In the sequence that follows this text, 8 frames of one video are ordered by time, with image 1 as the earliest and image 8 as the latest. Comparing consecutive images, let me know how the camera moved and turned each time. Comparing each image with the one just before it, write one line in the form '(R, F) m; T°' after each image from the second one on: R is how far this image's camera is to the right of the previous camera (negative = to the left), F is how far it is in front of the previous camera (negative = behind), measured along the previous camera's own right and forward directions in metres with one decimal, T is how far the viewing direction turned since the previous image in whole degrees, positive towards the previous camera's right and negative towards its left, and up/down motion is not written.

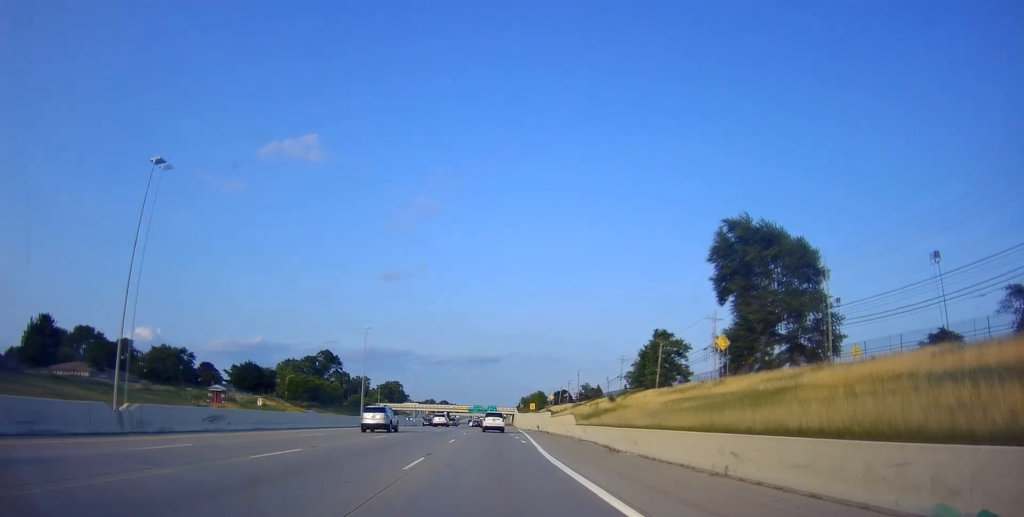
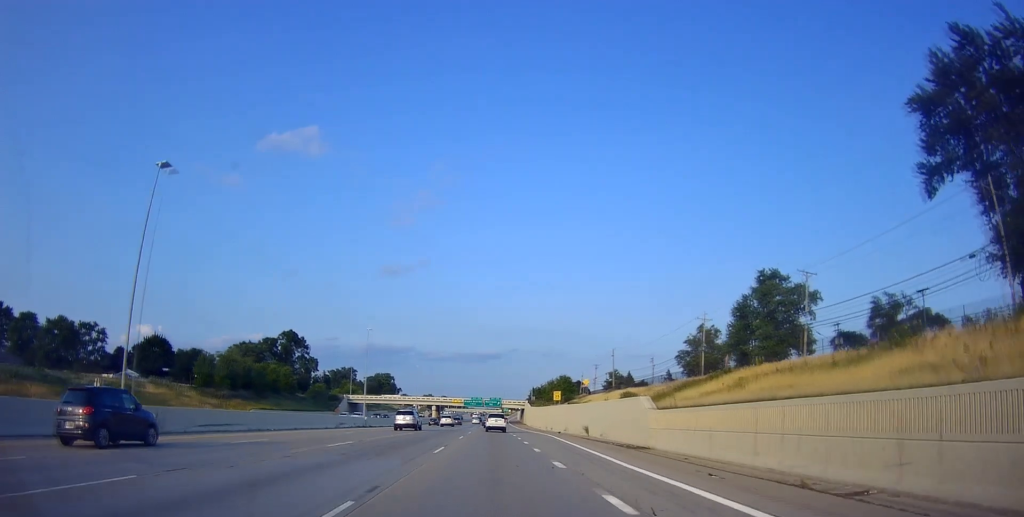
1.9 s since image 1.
(+1.0, +52.1) m; +1°
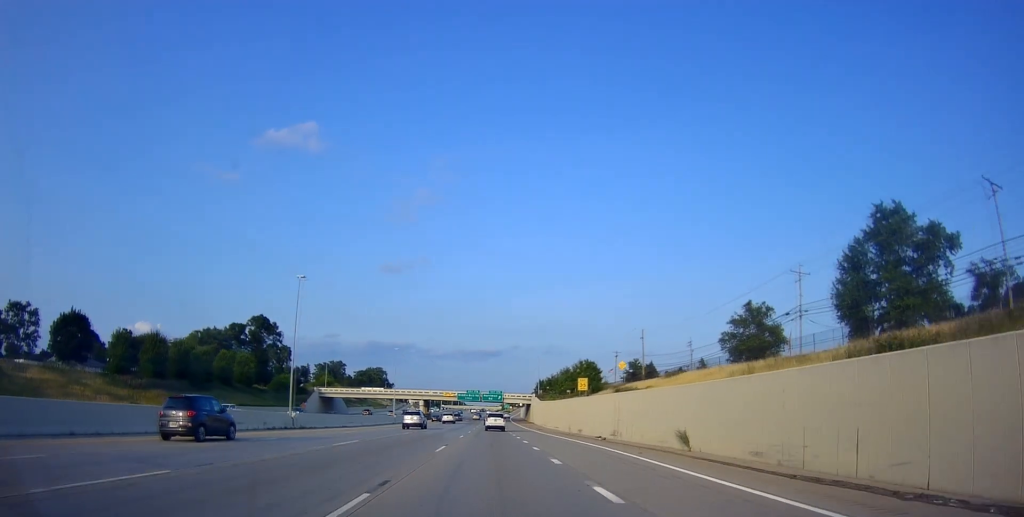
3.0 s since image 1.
(-0.4, +28.8) m; -1°
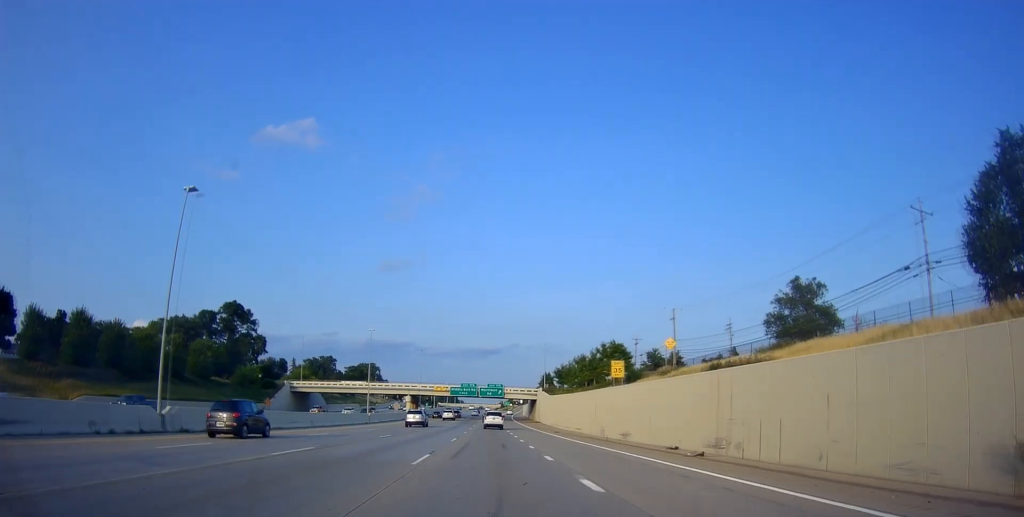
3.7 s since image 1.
(0.0, +21.0) m; 0°
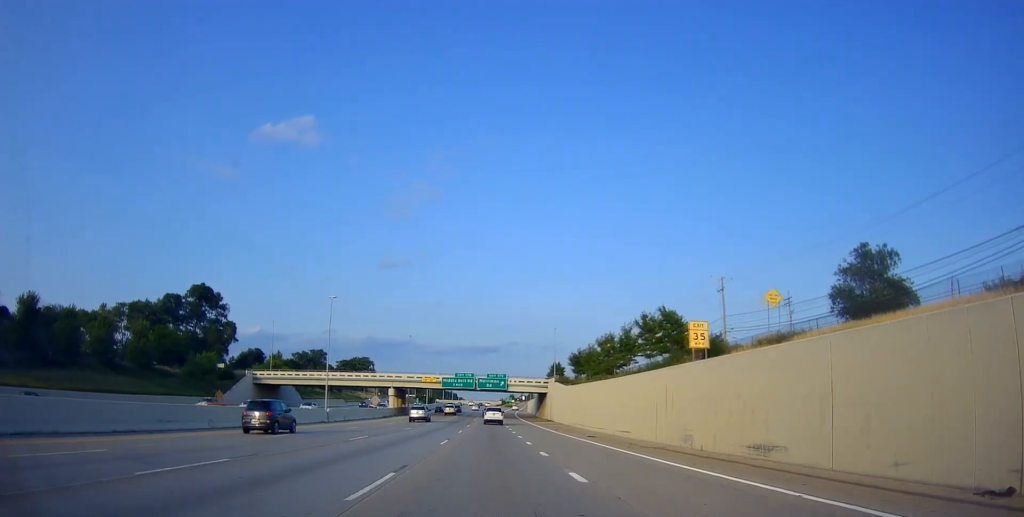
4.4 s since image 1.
(0.0, +21.1) m; 0°
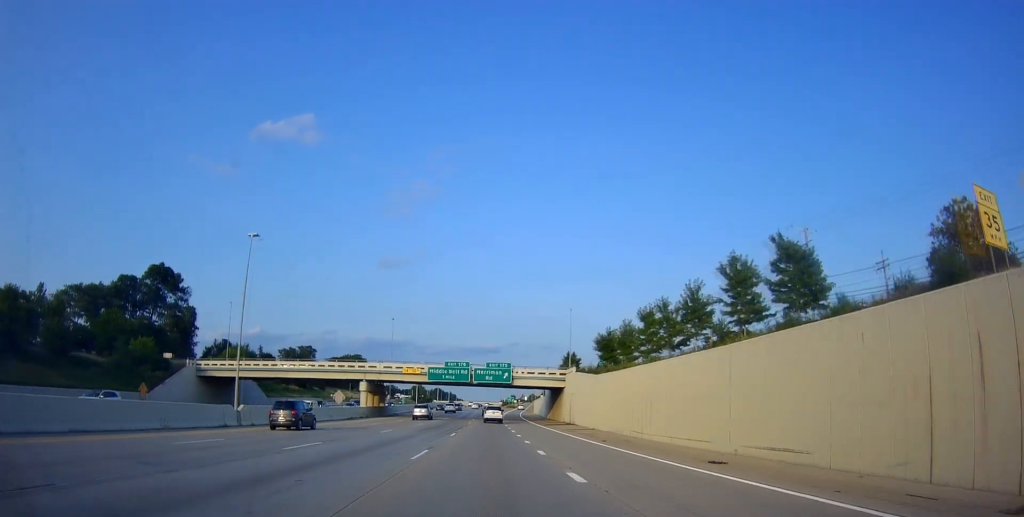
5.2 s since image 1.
(0.0, +22.2) m; 0°
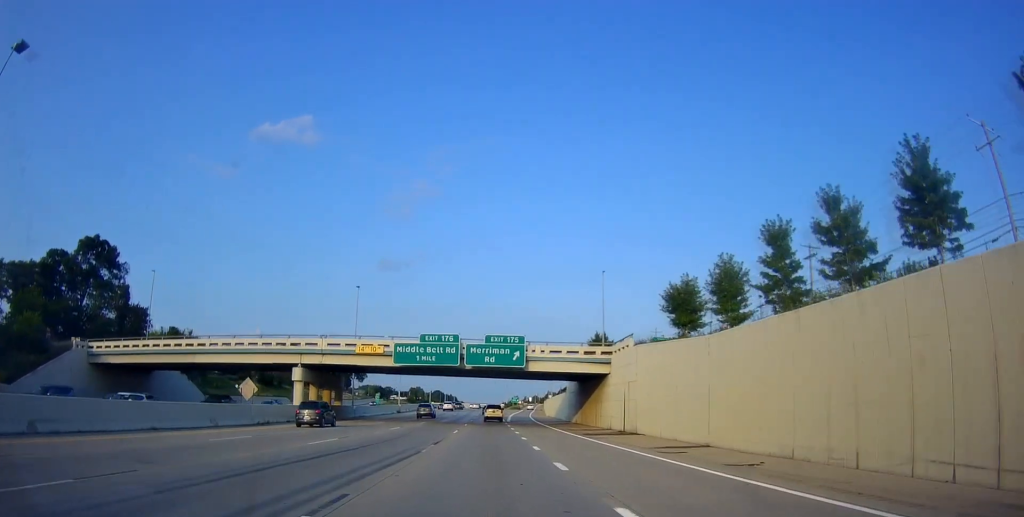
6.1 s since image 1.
(0.0, +27.3) m; +1°
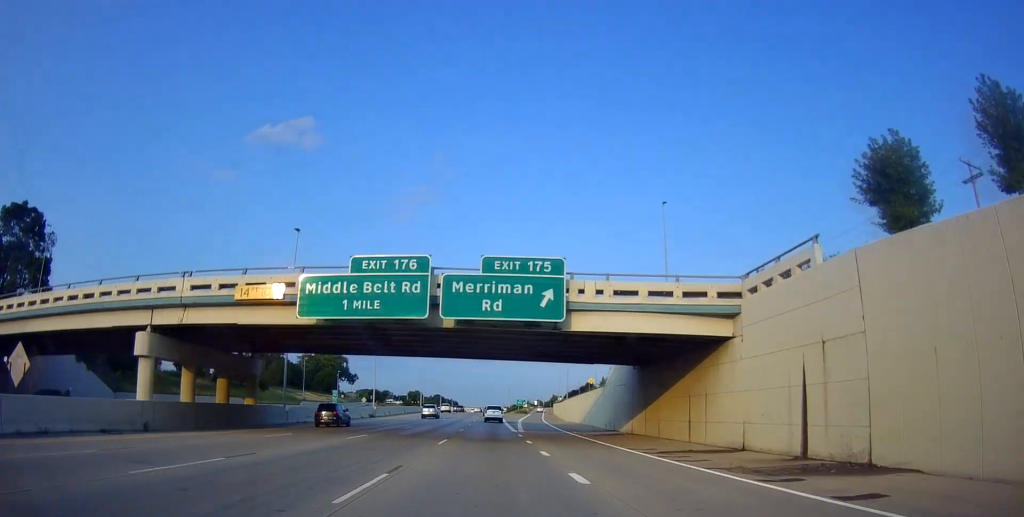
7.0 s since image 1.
(+0.5, +24.5) m; 0°
